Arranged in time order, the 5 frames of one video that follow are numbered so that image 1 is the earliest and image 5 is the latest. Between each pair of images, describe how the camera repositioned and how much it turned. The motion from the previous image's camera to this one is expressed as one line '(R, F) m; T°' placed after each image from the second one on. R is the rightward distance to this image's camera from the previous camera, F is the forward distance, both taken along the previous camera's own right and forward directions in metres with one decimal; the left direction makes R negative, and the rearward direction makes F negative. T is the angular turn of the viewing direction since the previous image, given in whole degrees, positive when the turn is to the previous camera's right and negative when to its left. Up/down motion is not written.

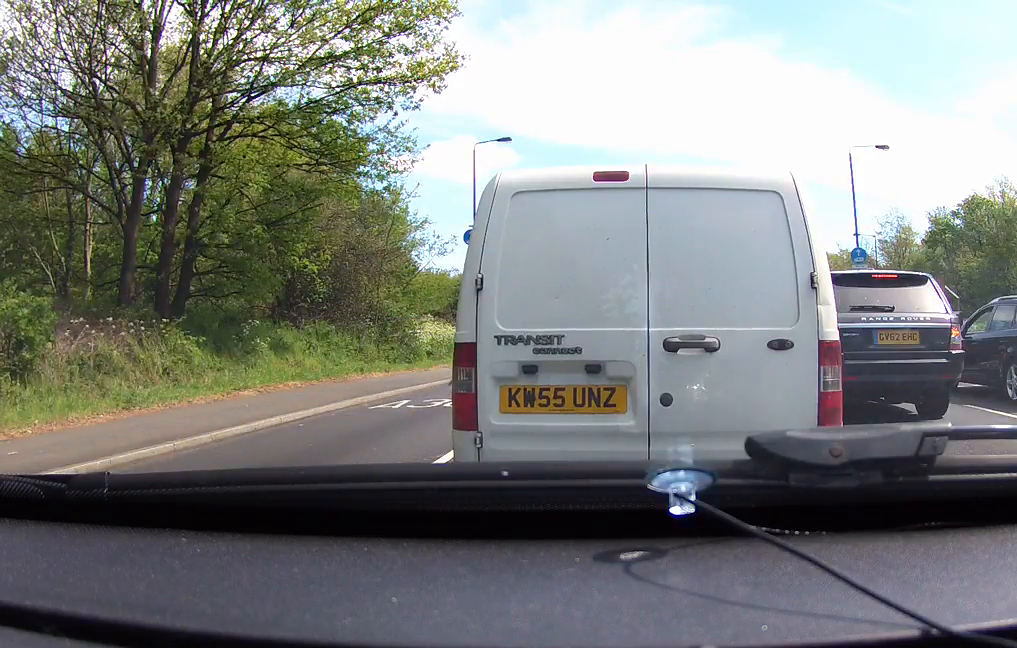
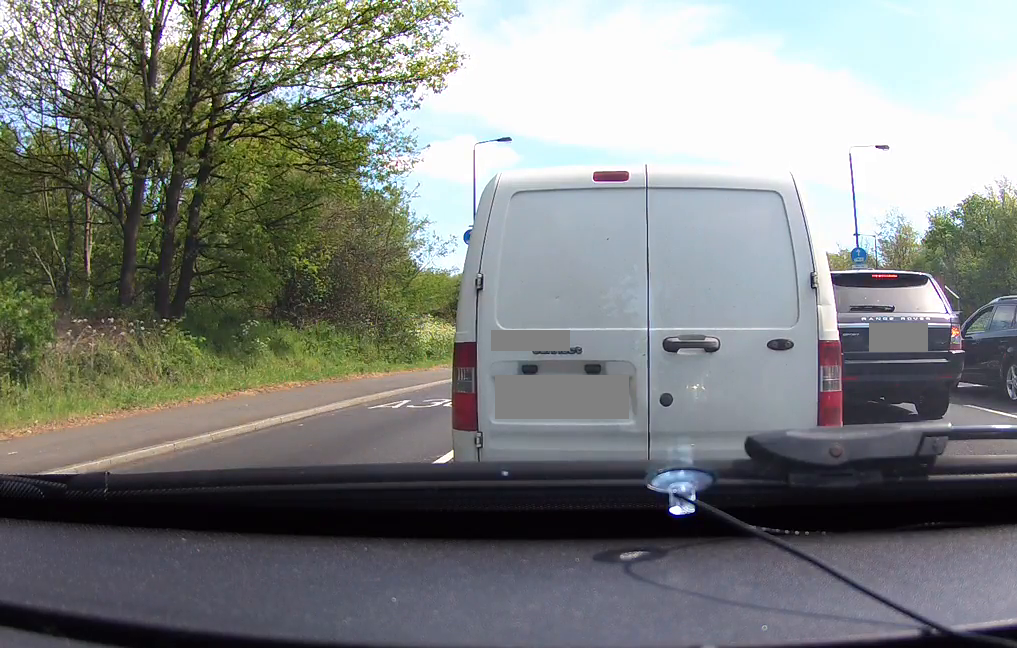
(0.0, 0.0) m; 0°
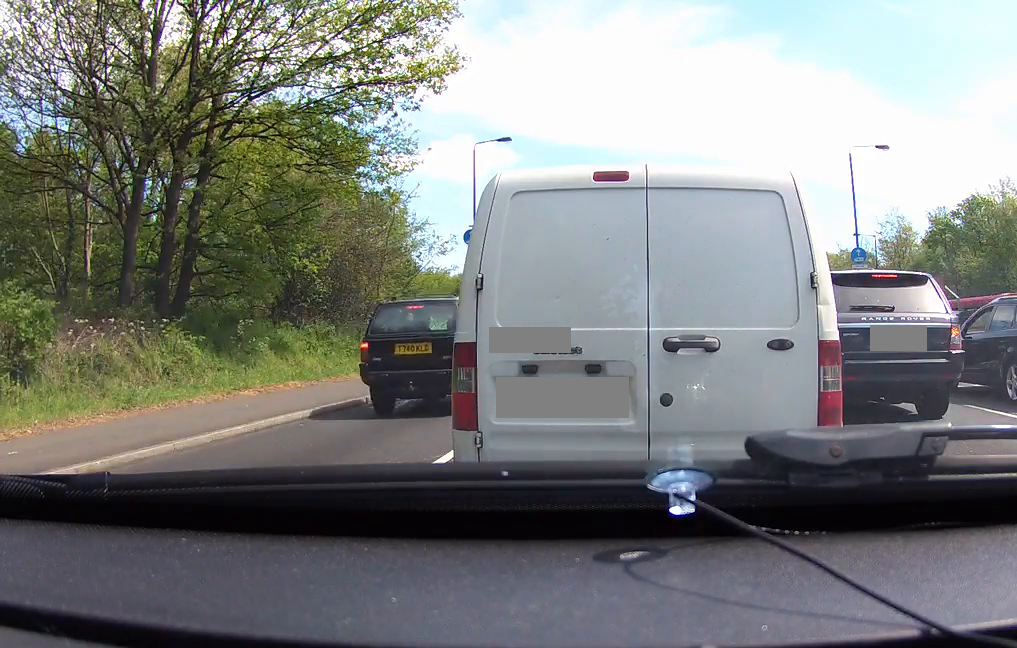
(0.0, 0.0) m; 0°
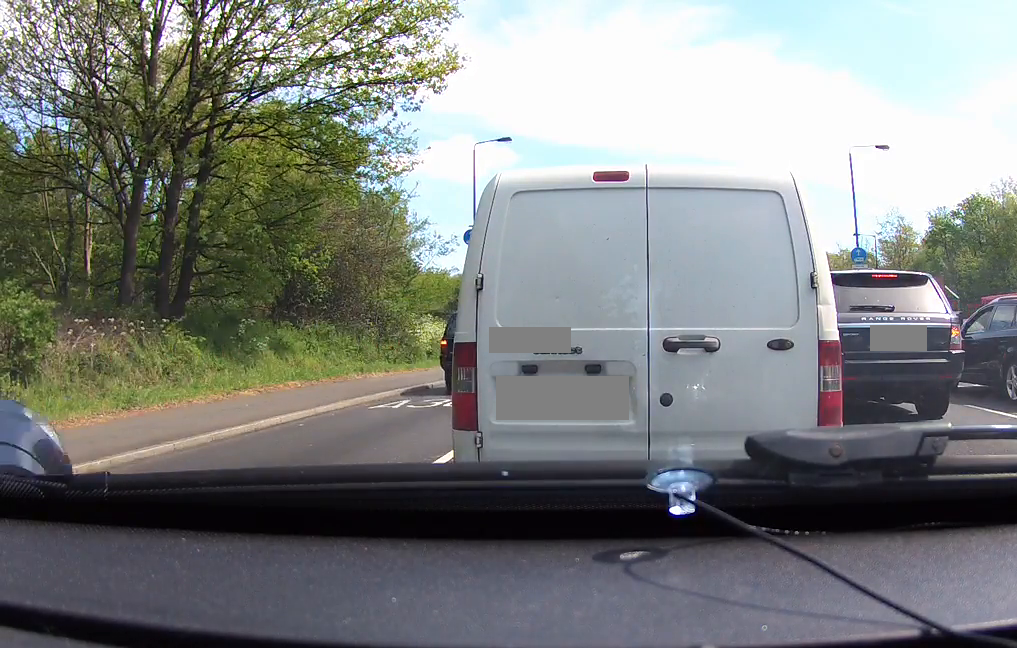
(0.0, 0.0) m; 0°
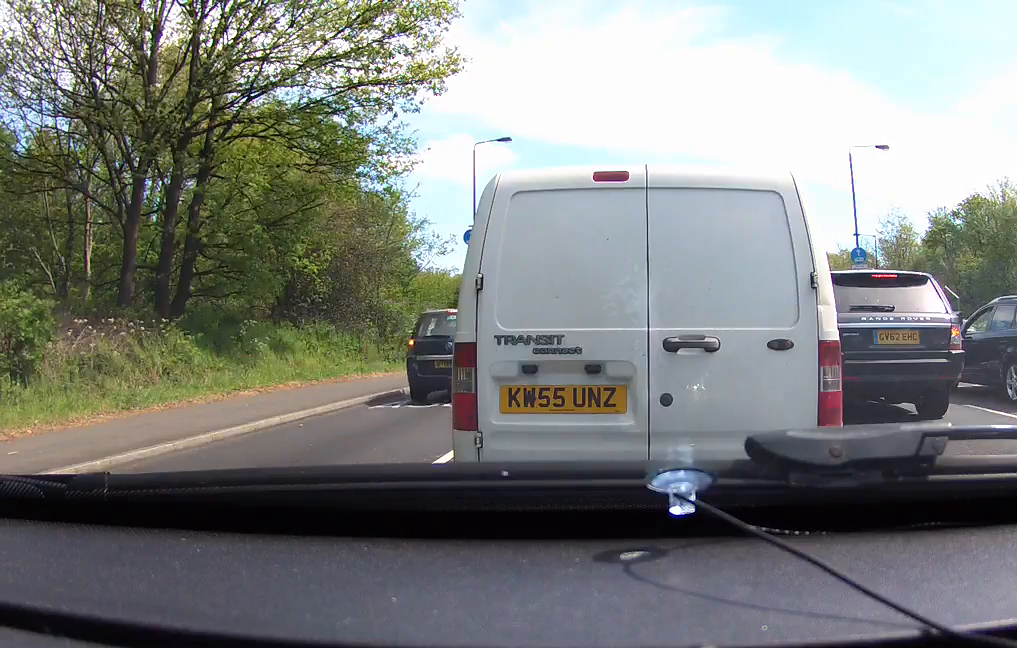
(0.0, 0.0) m; 0°
